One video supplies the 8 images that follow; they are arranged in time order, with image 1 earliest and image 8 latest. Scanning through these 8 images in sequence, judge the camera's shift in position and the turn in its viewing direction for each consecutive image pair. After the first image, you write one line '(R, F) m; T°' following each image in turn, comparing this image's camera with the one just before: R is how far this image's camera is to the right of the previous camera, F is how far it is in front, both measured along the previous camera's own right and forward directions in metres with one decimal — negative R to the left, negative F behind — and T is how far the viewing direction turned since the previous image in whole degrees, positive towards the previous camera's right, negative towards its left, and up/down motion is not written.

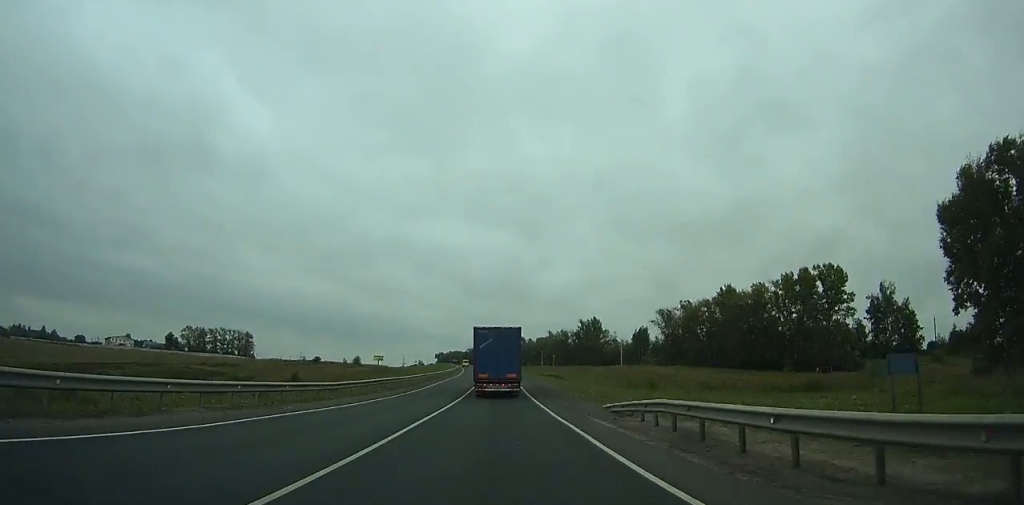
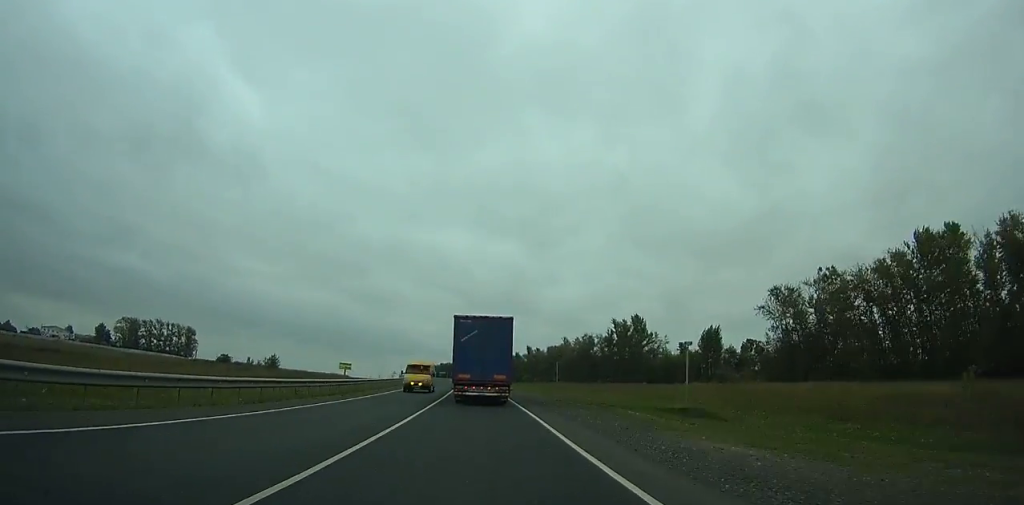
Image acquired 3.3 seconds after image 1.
(+0.3, +74.8) m; 0°
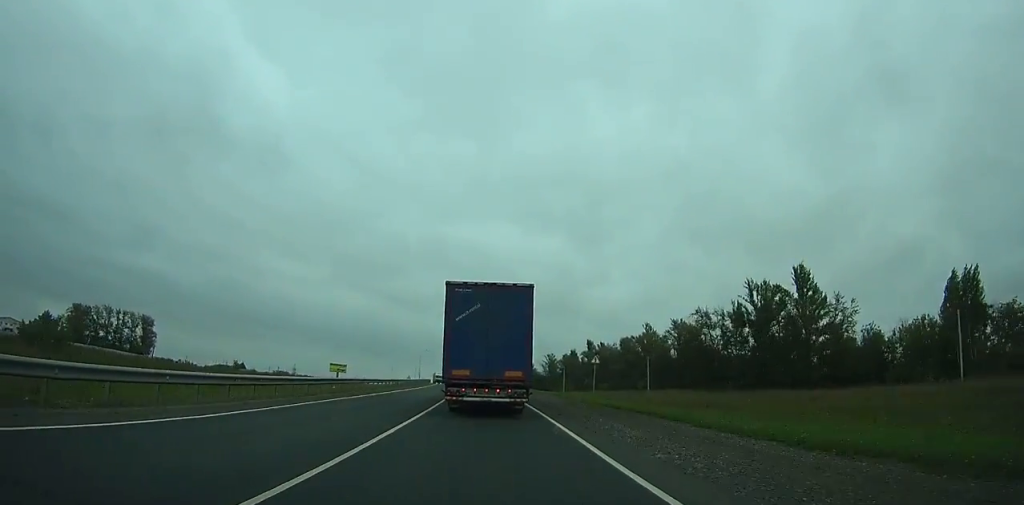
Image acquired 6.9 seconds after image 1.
(-0.8, +78.3) m; -2°
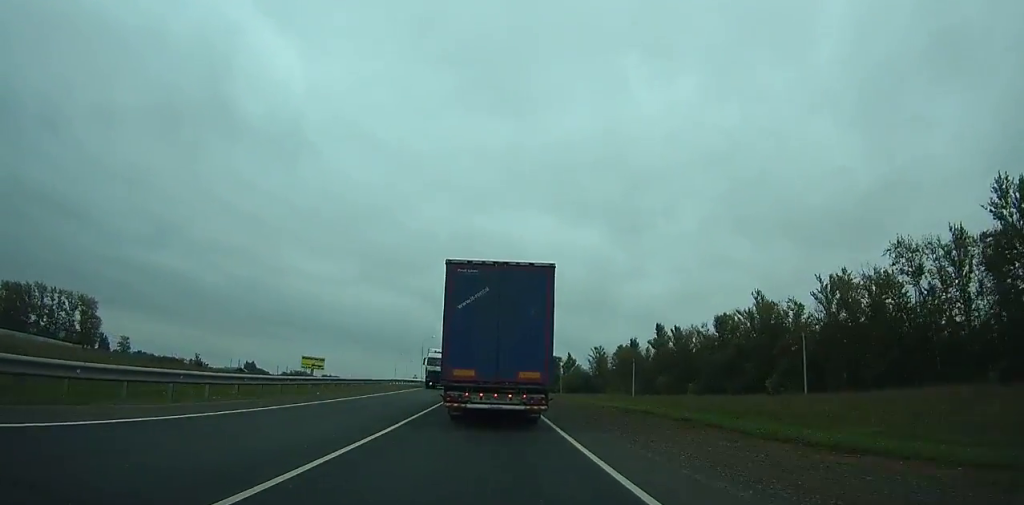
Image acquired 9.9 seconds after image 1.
(-1.5, +60.8) m; -3°
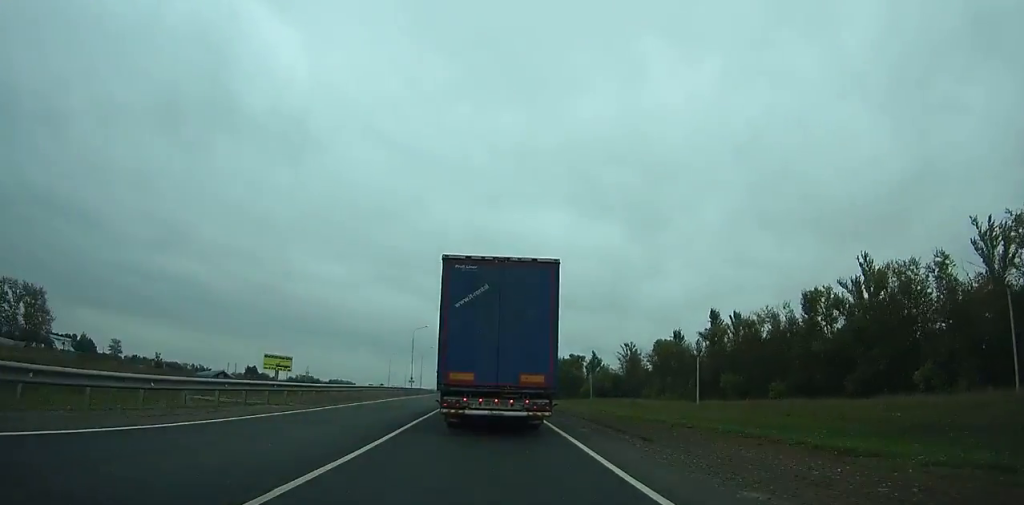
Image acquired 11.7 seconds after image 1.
(-0.8, +34.4) m; -2°
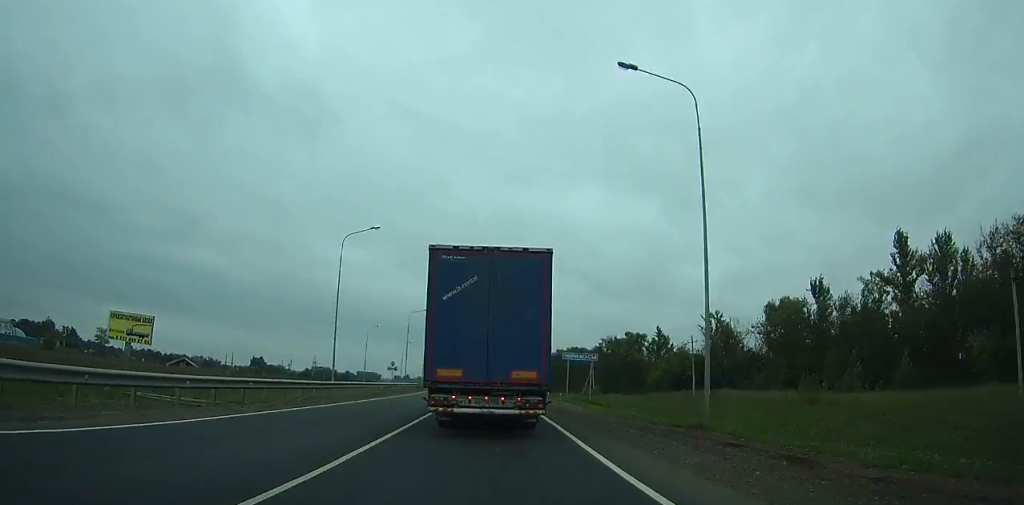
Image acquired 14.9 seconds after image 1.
(-1.5, +59.5) m; -3°
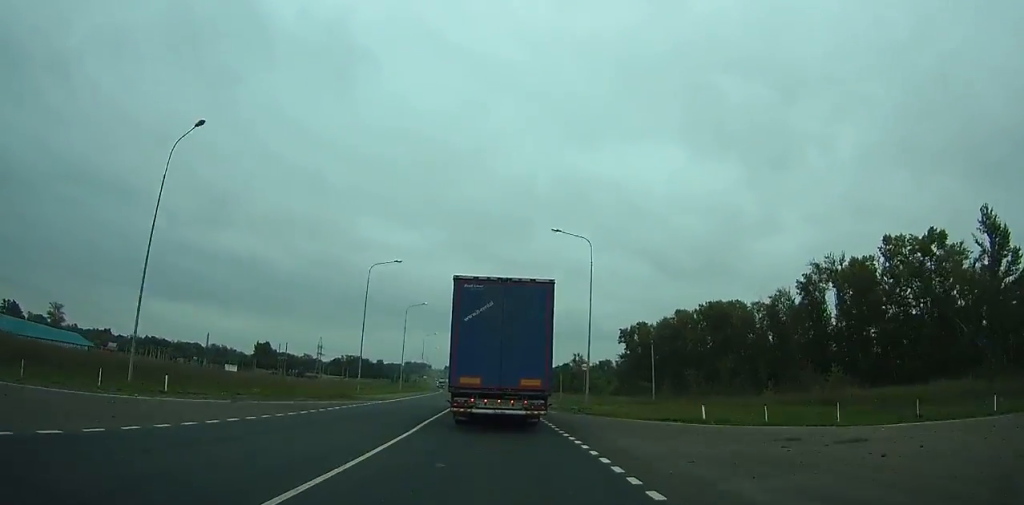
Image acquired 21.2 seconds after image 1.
(-5.3, +115.3) m; -5°
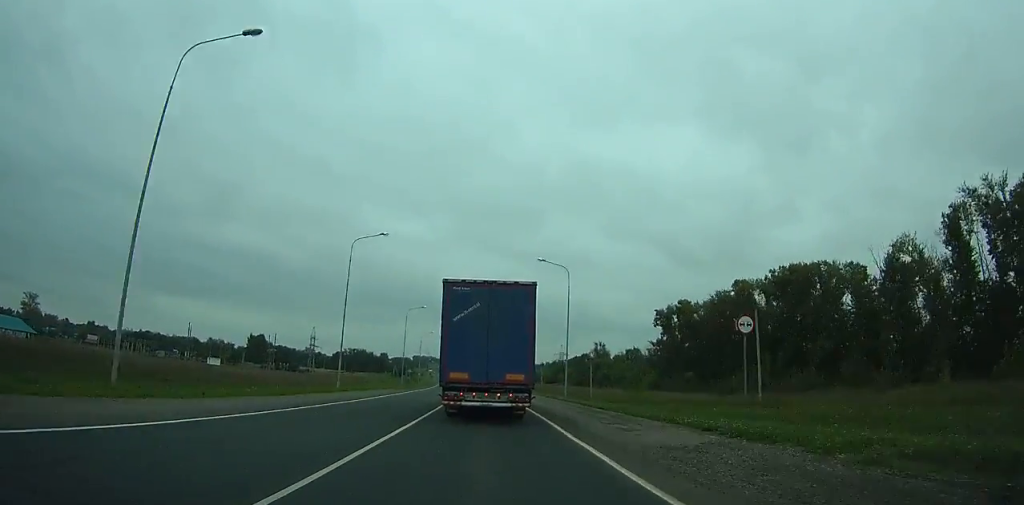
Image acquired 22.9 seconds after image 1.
(-0.4, +32.3) m; -1°
